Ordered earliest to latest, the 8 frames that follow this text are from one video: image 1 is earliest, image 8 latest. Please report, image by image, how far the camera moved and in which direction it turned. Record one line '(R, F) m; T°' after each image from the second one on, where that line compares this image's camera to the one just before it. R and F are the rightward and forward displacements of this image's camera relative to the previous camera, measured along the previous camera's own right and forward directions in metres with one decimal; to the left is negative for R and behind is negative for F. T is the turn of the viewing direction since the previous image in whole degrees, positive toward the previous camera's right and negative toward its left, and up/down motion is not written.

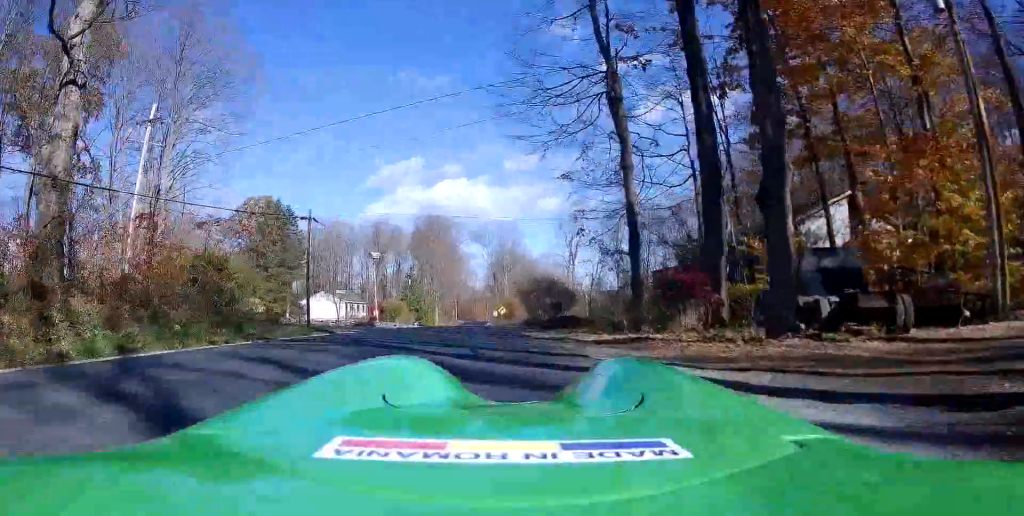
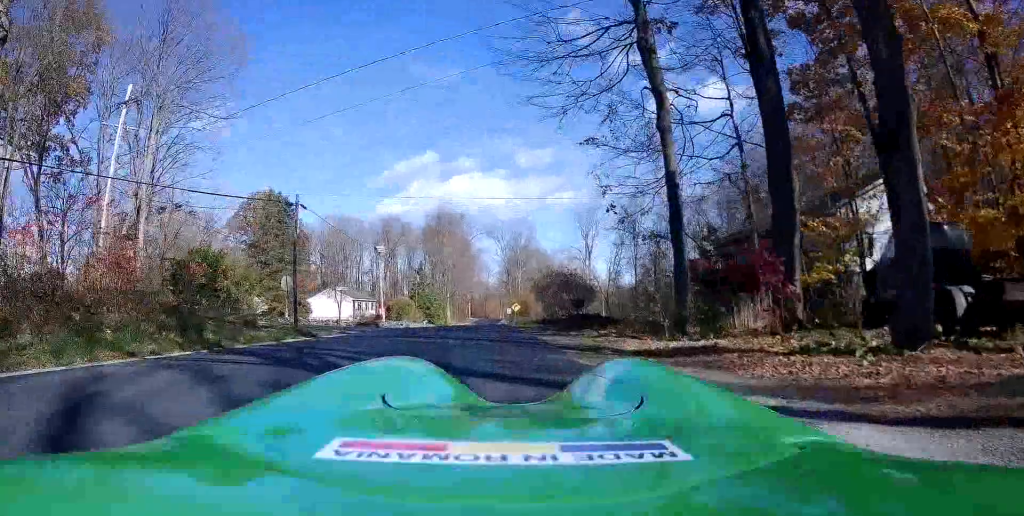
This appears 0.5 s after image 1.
(-0.8, +3.7) m; -2°
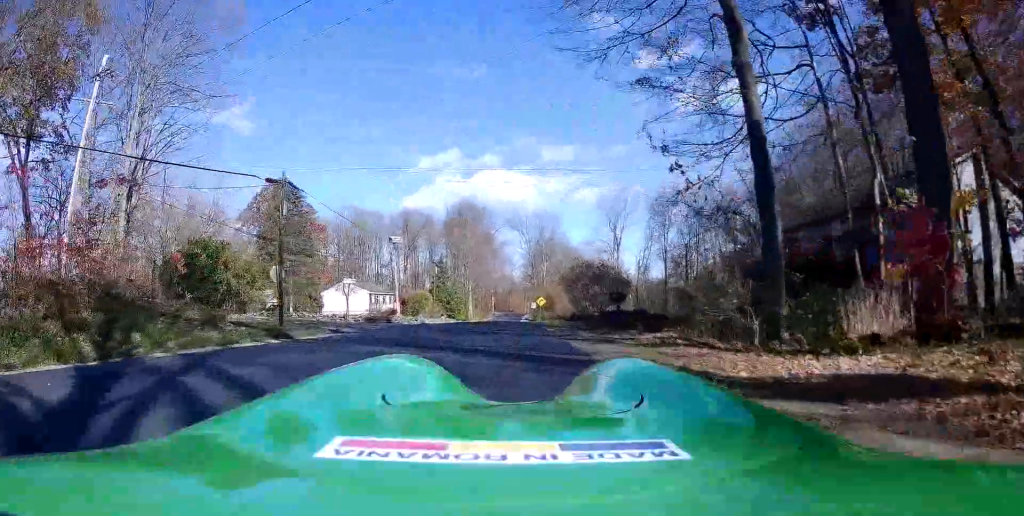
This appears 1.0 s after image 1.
(-0.5, +4.7) m; -2°
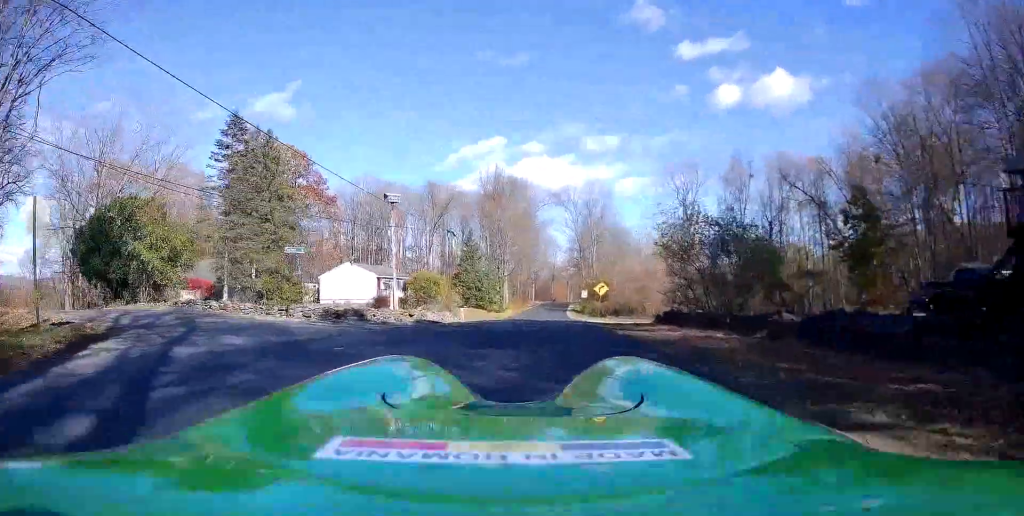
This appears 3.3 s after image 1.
(-0.1, +16.5) m; -3°
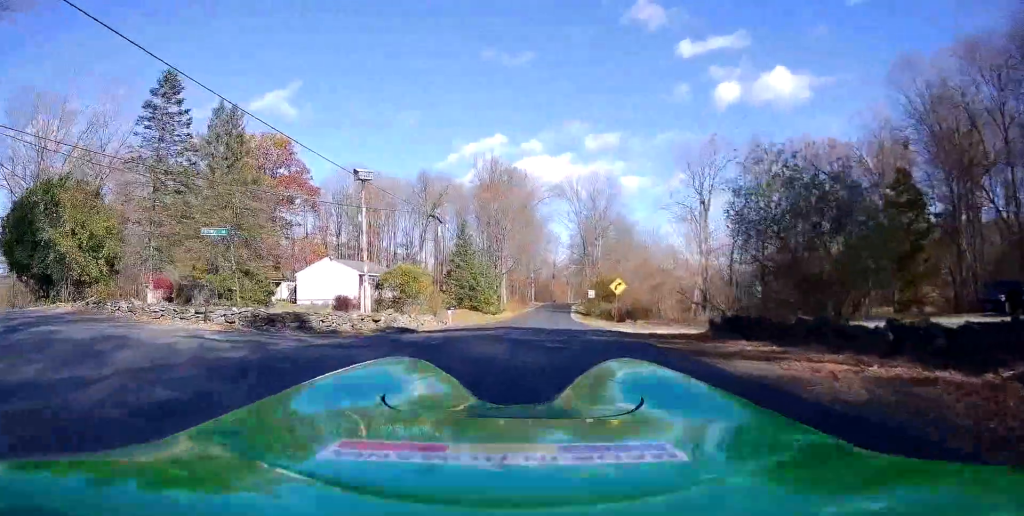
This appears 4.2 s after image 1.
(+0.2, +6.0) m; +5°
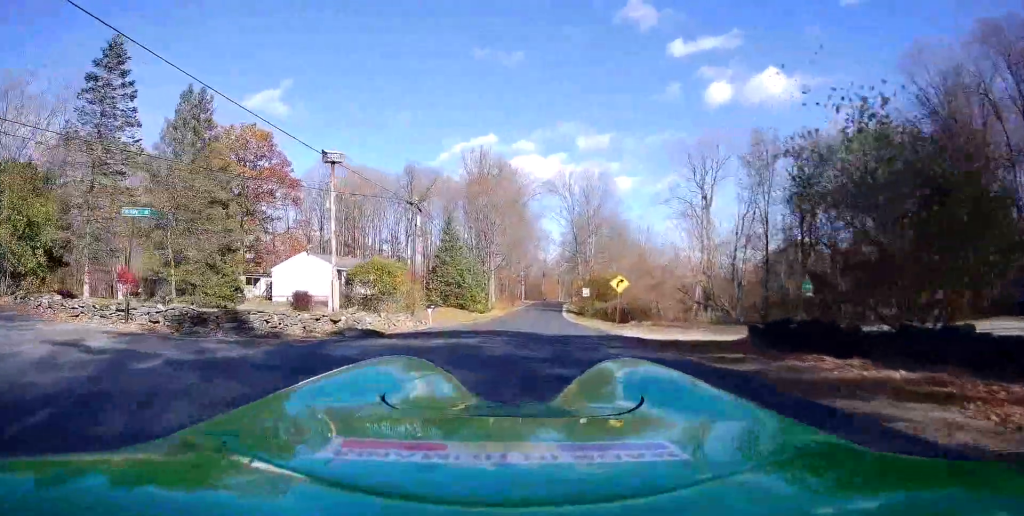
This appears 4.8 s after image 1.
(0.0, +3.4) m; +2°
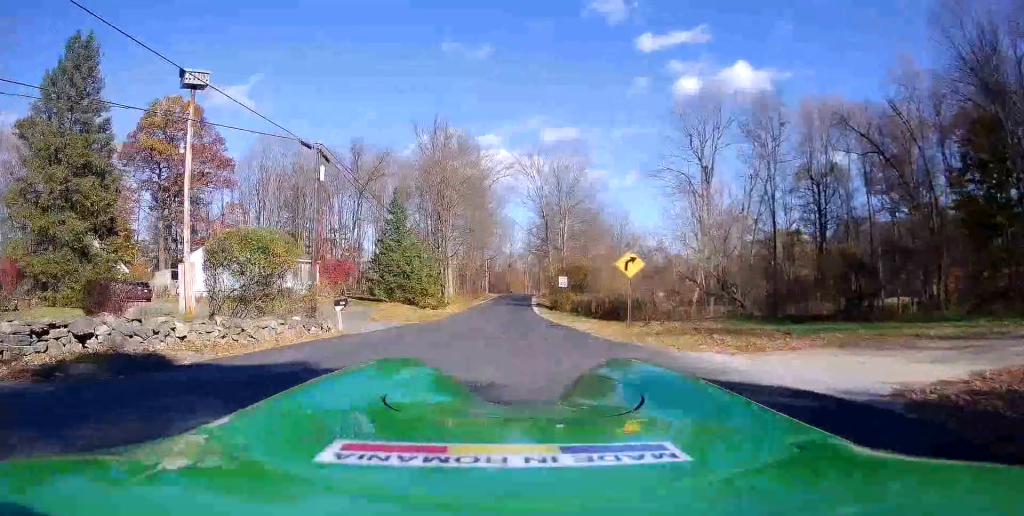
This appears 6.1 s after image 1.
(+0.5, +11.1) m; +1°
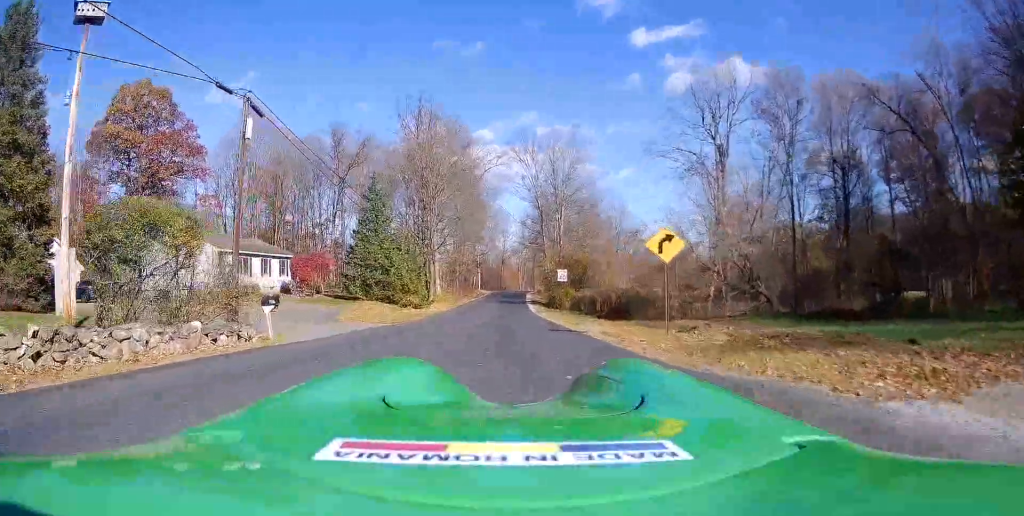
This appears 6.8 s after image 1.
(+0.4, +5.4) m; -9°
